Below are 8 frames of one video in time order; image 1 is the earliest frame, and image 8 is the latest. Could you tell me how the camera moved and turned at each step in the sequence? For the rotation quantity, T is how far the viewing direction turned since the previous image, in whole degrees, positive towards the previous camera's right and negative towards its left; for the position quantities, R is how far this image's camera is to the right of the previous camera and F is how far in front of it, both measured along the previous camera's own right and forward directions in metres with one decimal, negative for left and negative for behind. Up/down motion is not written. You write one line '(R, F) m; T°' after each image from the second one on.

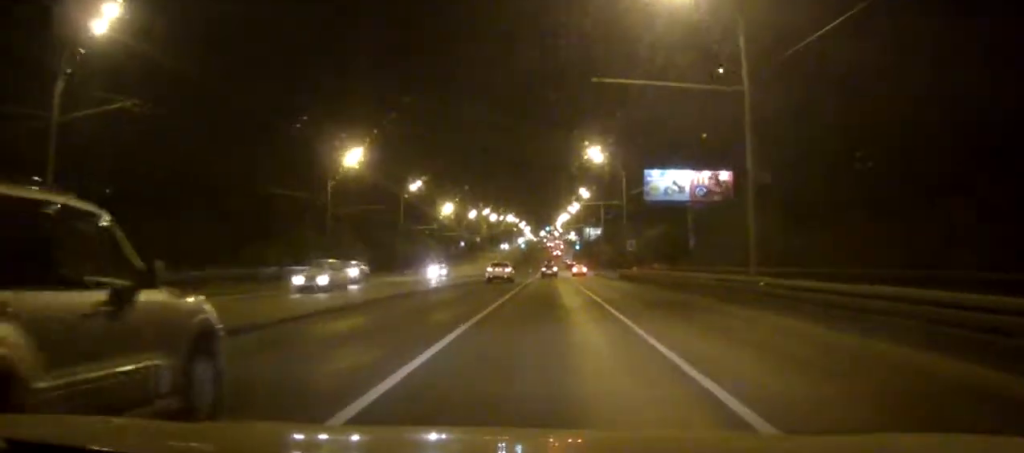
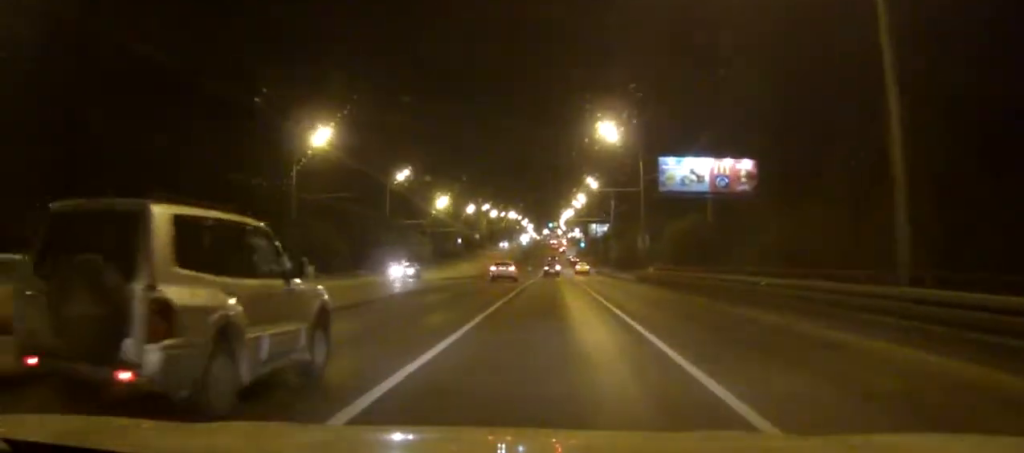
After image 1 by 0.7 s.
(0.0, +11.0) m; 0°
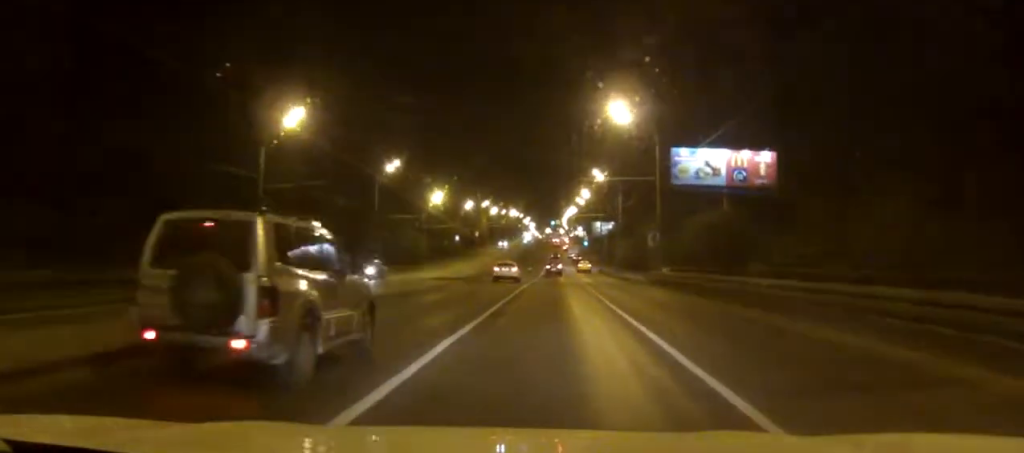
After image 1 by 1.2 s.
(0.0, +7.4) m; 0°
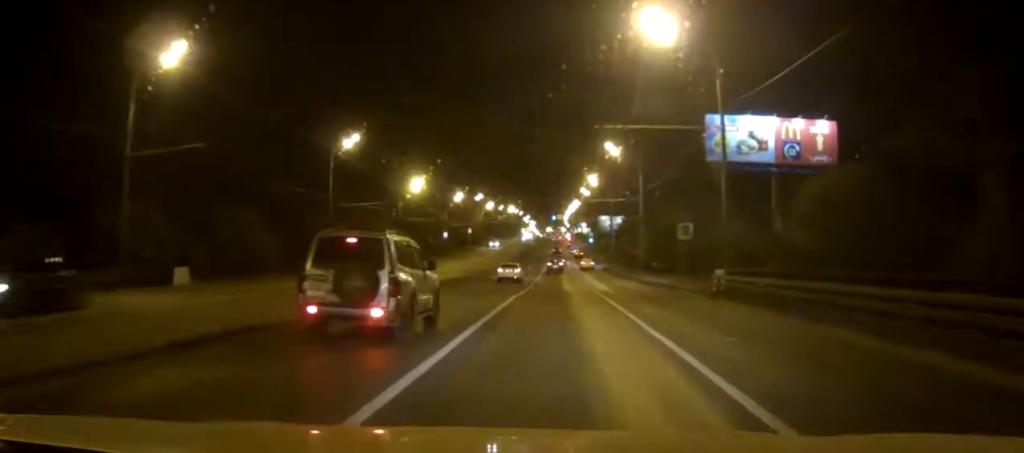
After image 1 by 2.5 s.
(-0.1, +18.5) m; 0°
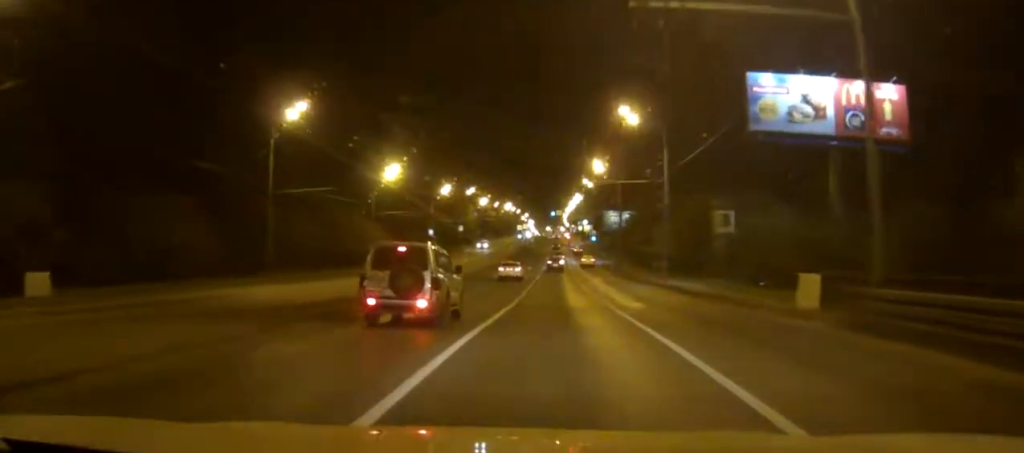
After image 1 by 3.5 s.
(0.0, +14.9) m; 0°
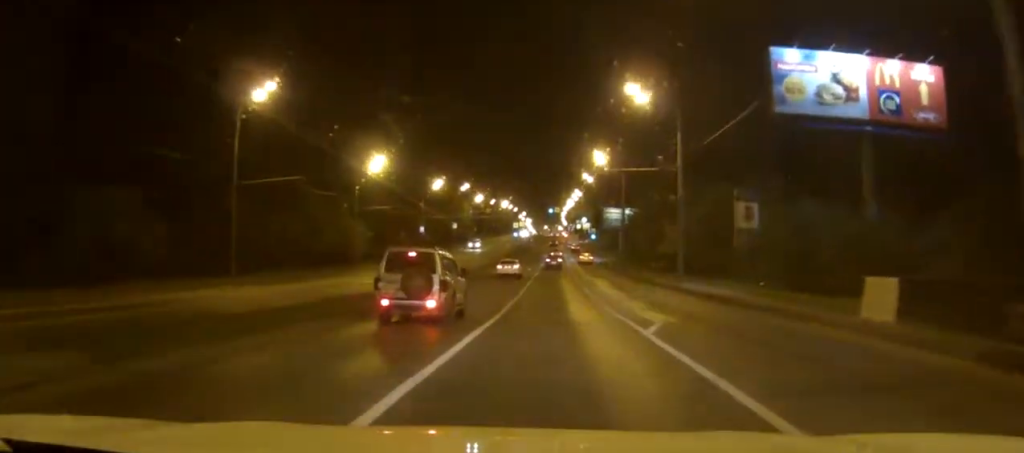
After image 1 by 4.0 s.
(0.0, +6.2) m; 0°
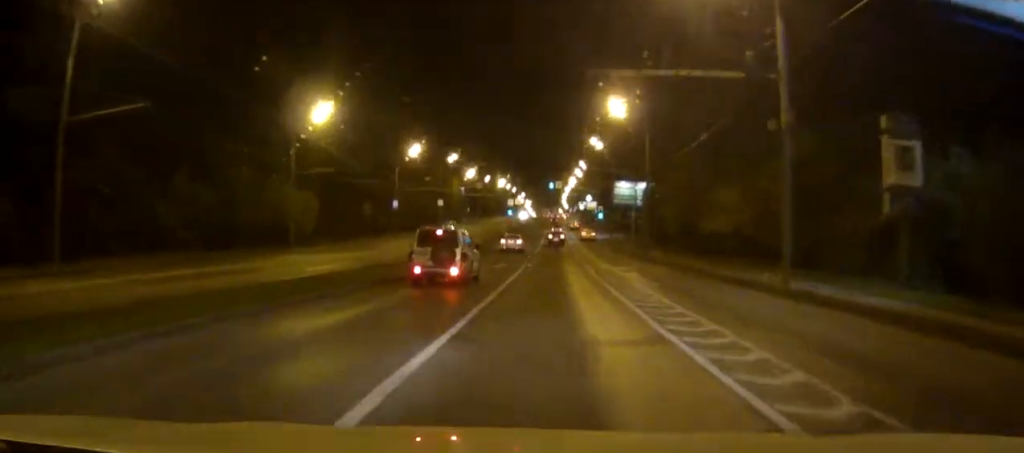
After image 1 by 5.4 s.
(0.0, +19.9) m; 0°
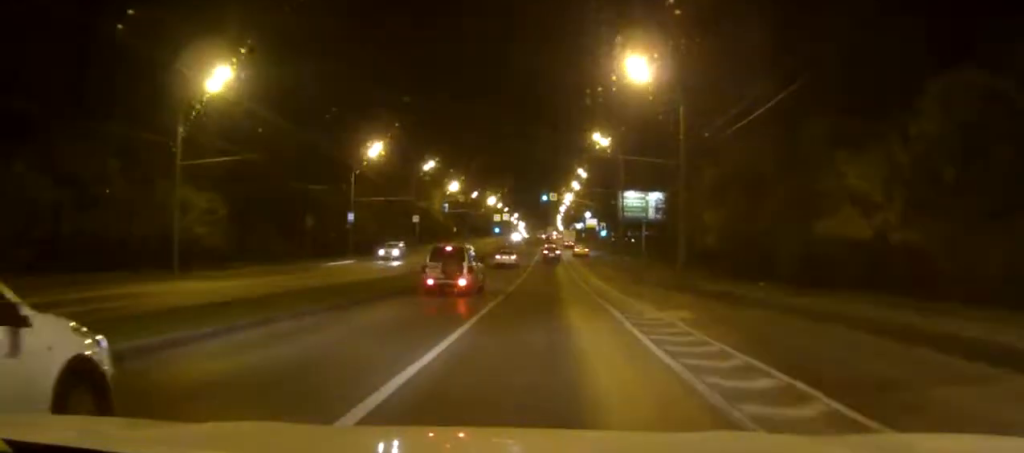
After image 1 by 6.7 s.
(+0.1, +18.8) m; 0°
